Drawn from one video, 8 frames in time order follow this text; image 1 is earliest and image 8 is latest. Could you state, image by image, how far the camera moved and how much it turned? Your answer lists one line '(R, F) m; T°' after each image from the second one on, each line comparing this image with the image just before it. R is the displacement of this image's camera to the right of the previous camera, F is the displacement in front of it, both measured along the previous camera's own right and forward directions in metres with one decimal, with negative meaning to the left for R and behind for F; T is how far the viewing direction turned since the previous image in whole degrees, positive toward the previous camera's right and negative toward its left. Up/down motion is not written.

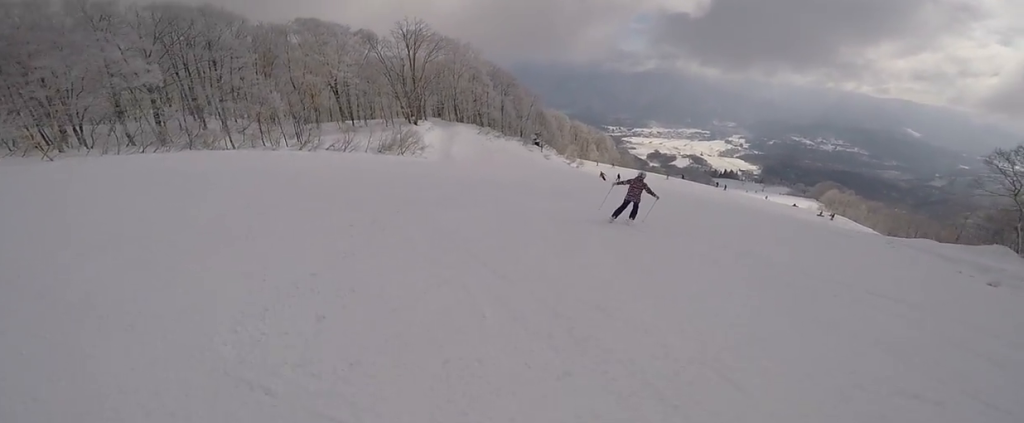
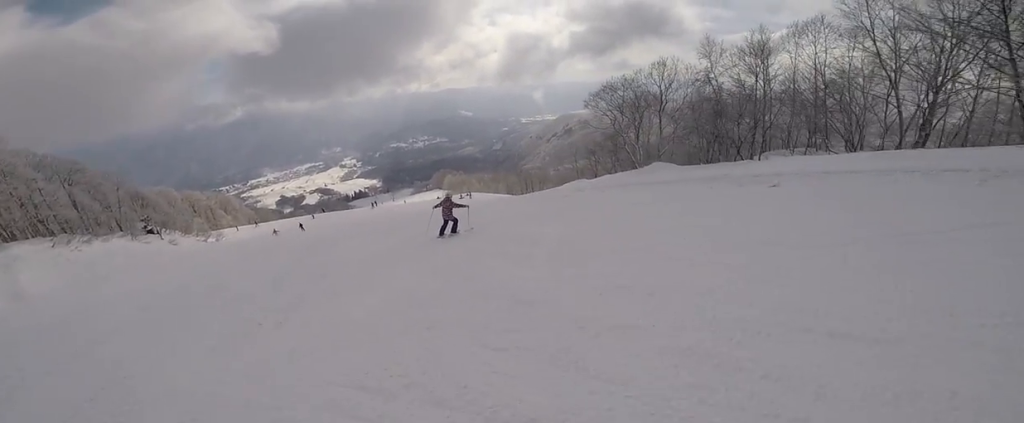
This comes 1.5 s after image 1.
(+2.0, +6.0) m; +44°
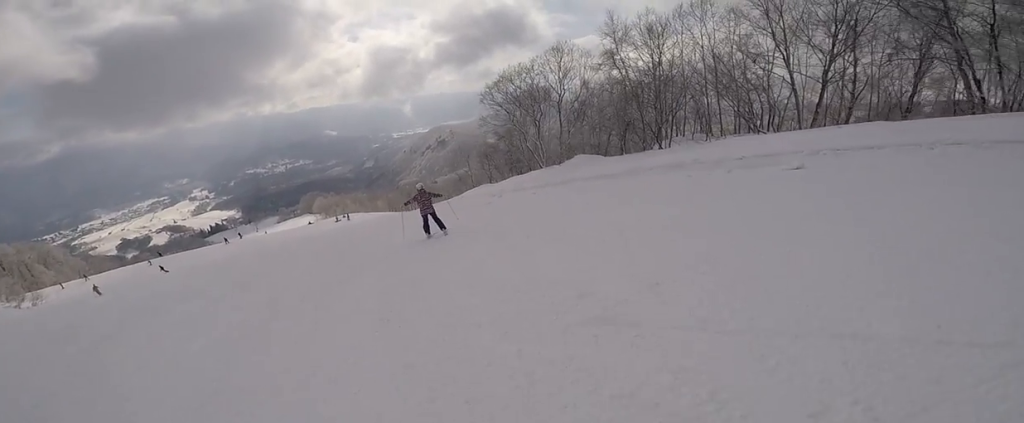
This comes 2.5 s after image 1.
(+1.5, +5.3) m; +6°
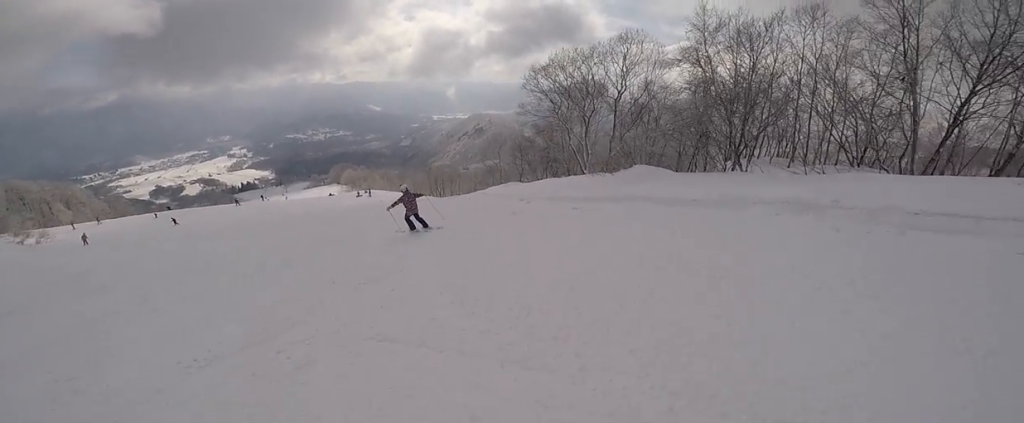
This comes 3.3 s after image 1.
(-0.5, +4.4) m; -13°
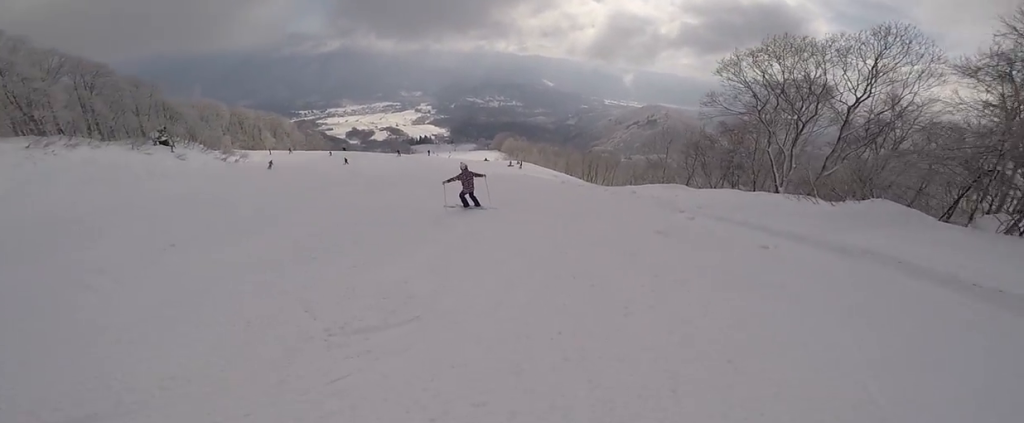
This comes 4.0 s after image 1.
(-0.4, +3.5) m; -7°
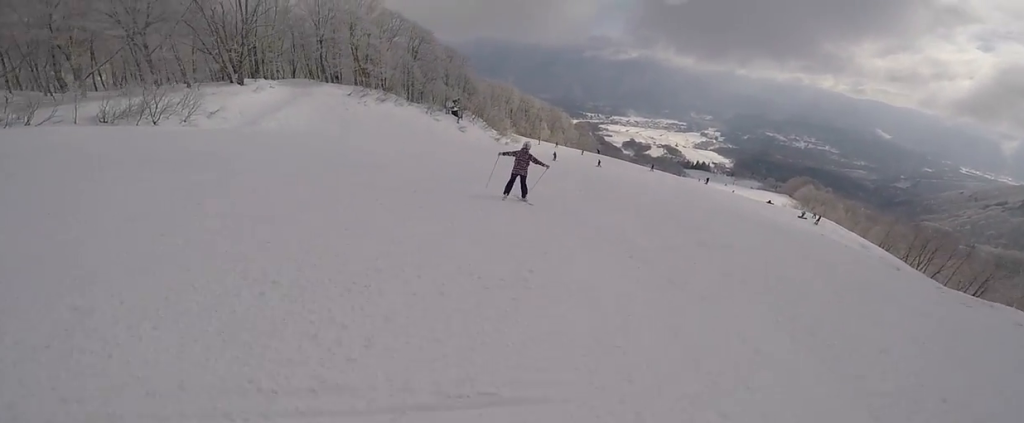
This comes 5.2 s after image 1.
(-0.6, +7.1) m; -18°
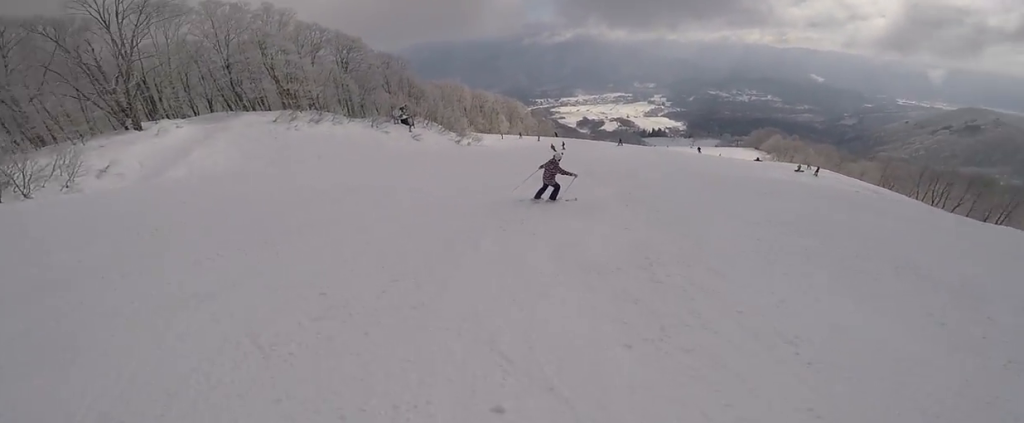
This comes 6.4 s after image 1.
(-1.0, +6.9) m; +6°
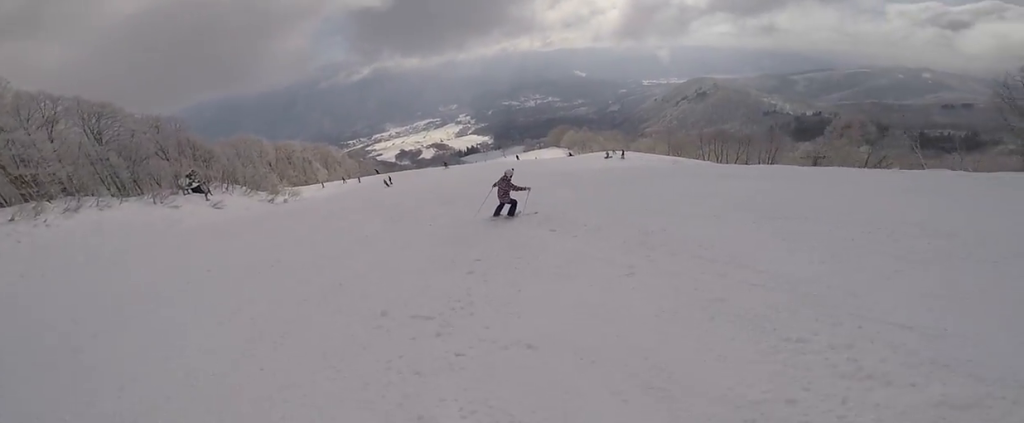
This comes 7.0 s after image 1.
(+0.4, +3.6) m; +17°
